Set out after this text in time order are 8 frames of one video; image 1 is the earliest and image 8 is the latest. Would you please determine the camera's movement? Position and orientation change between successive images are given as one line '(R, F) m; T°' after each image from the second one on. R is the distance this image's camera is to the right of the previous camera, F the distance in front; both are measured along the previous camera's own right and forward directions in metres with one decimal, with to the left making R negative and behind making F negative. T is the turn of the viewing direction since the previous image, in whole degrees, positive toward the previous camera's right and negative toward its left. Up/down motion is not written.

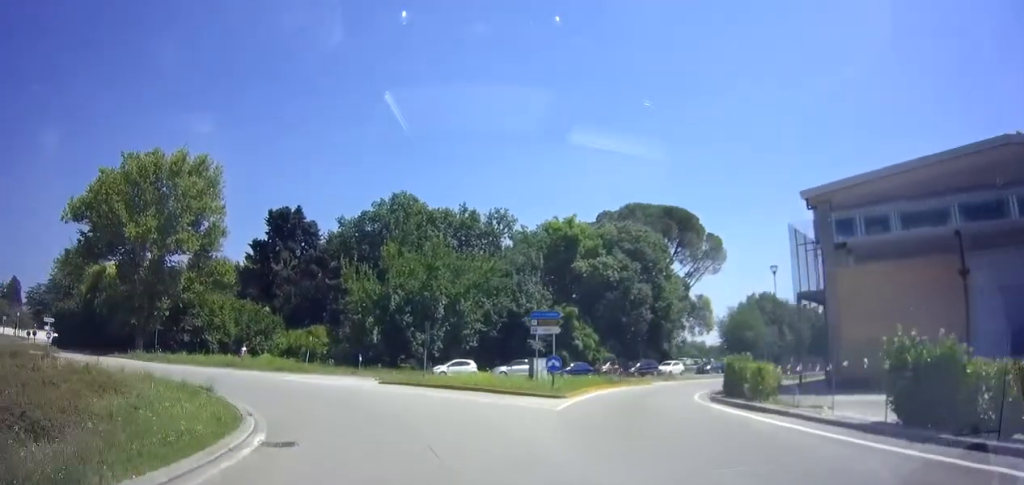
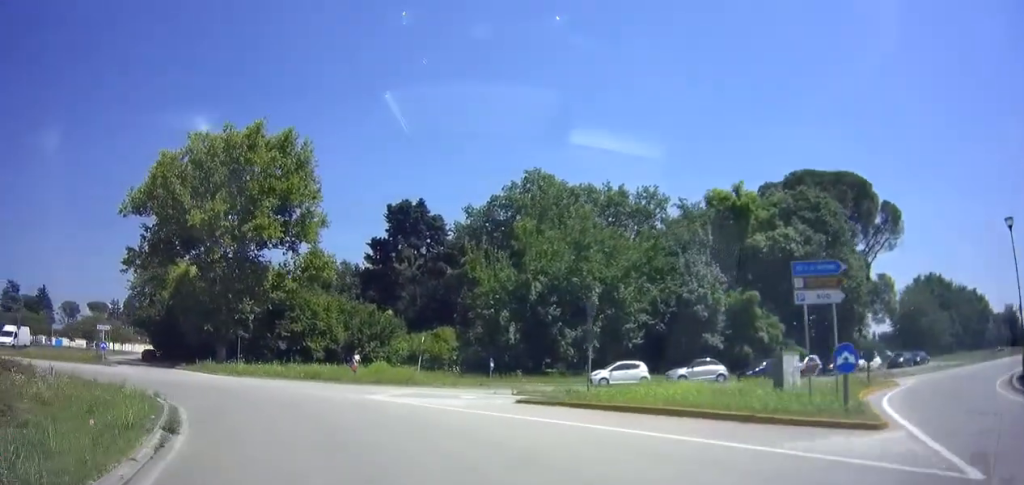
(-1.7, +10.0) m; -23°
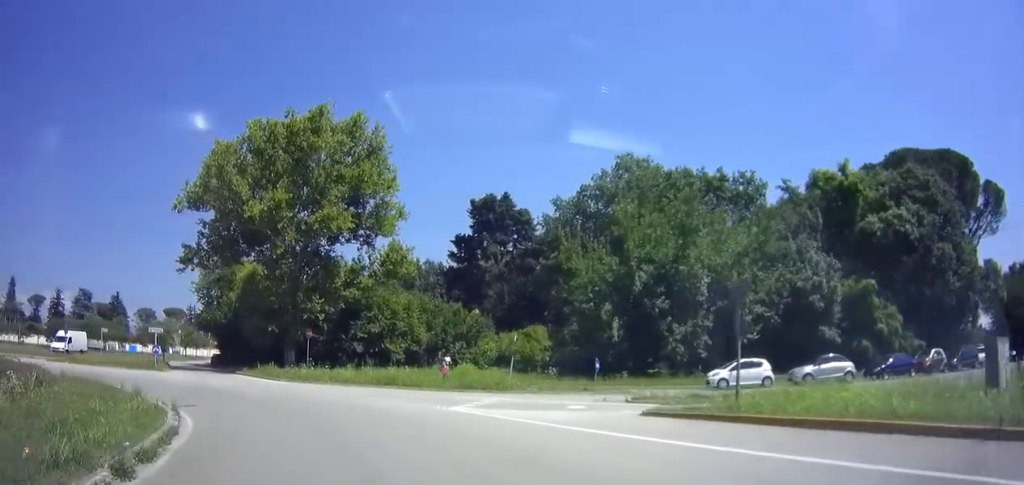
(-0.7, +4.0) m; -10°
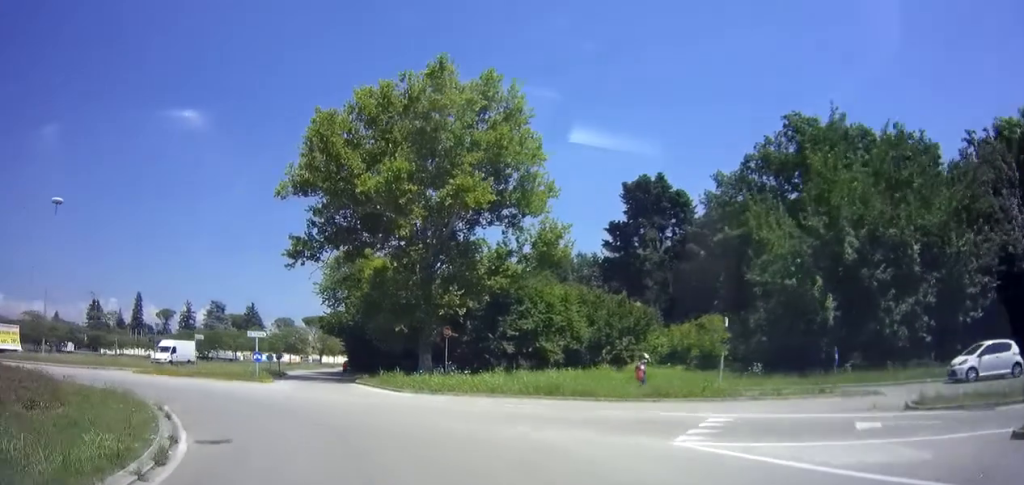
(-1.0, +6.7) m; -15°
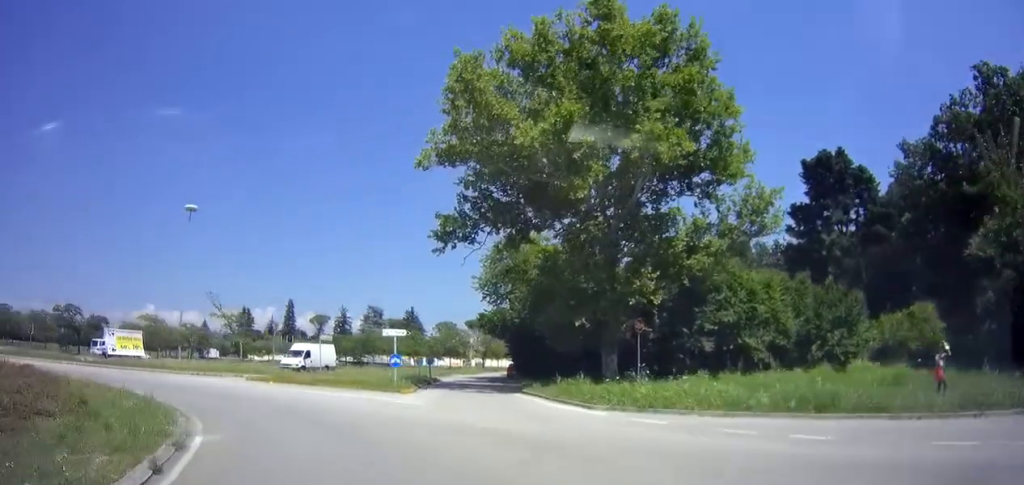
(-0.7, +6.6) m; -14°
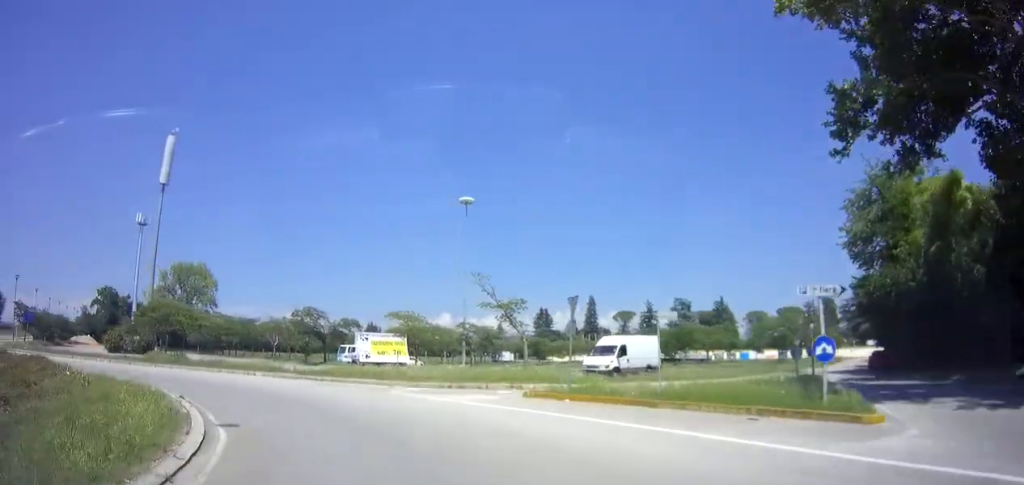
(-3.6, +12.8) m; -35°
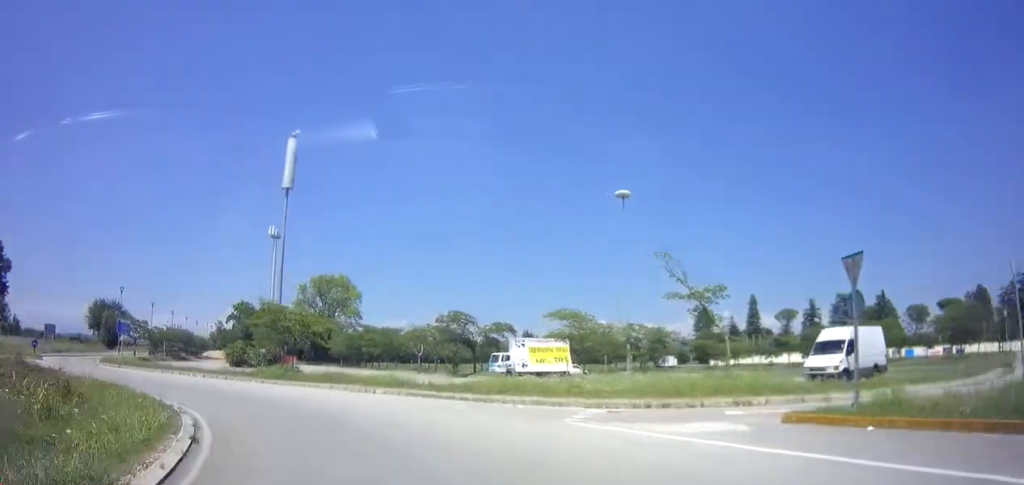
(-1.4, +6.9) m; -20°
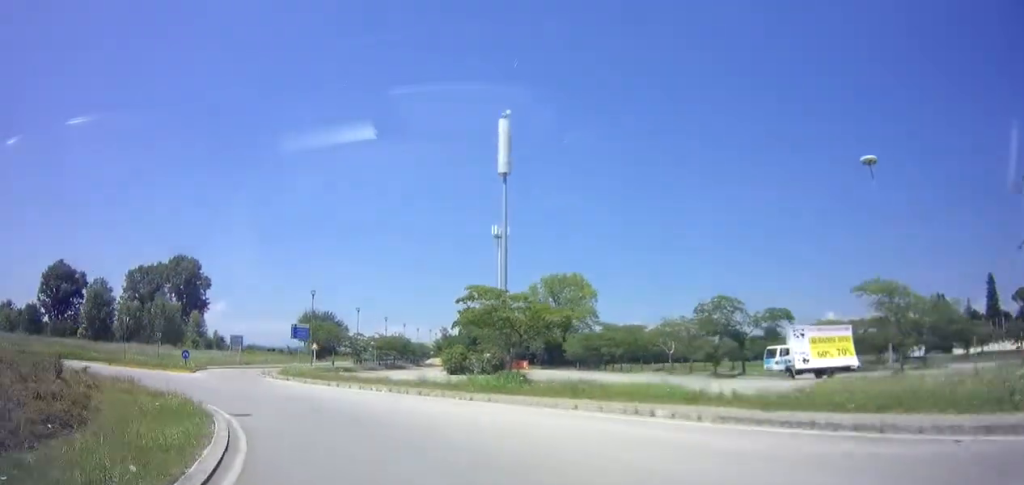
(-1.9, +8.8) m; -21°
